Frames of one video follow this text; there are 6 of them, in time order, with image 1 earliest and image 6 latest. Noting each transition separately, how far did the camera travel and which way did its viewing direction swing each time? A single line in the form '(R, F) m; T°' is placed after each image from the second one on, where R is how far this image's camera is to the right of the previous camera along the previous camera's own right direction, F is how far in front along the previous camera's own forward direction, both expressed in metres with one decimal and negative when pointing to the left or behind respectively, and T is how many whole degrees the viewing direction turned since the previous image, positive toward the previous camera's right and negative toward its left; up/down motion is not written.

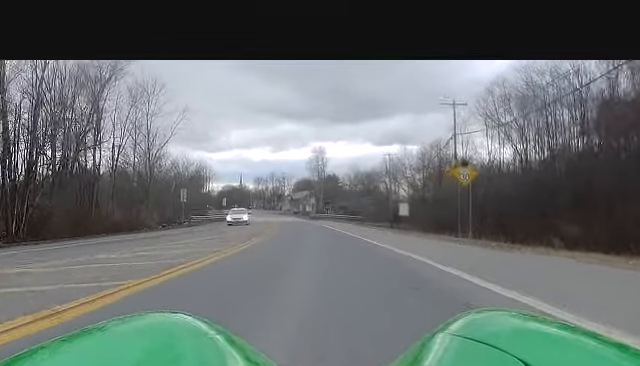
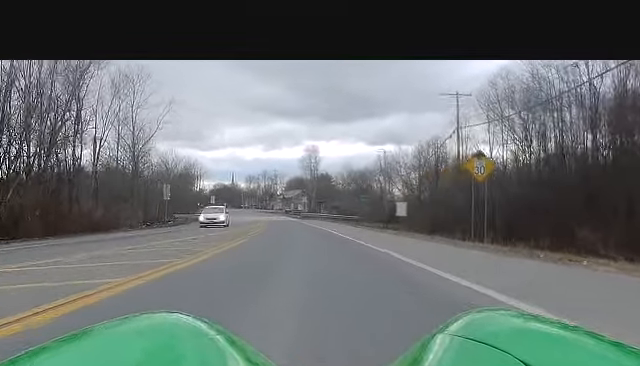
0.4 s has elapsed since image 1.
(0.0, +5.1) m; 0°
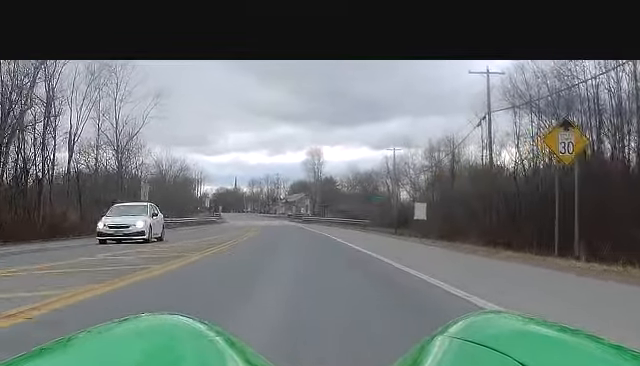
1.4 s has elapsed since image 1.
(0.0, +11.0) m; 0°
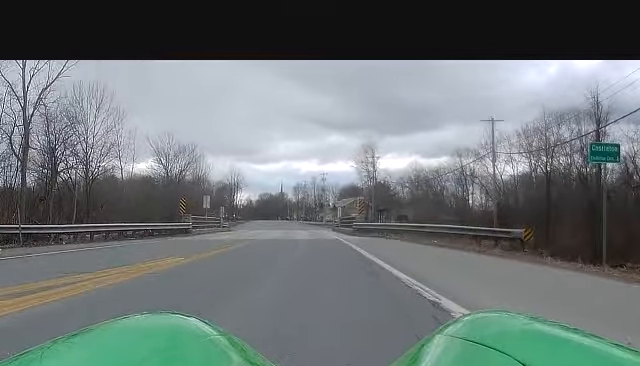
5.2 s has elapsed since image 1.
(-0.7, +44.6) m; -2°
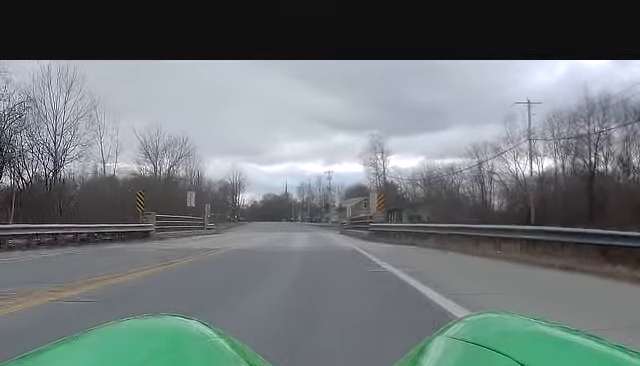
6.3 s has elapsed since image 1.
(0.0, +13.1) m; -2°
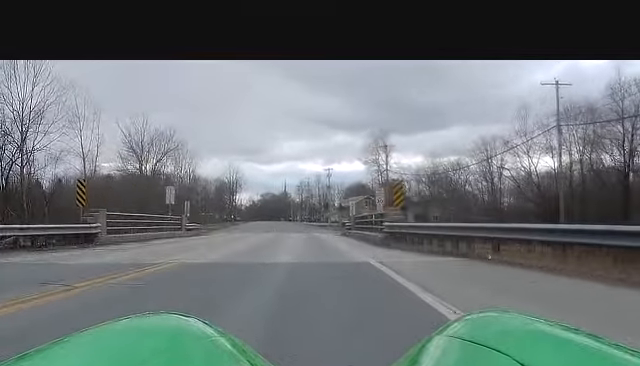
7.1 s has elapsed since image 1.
(-0.3, +9.2) m; +1°
